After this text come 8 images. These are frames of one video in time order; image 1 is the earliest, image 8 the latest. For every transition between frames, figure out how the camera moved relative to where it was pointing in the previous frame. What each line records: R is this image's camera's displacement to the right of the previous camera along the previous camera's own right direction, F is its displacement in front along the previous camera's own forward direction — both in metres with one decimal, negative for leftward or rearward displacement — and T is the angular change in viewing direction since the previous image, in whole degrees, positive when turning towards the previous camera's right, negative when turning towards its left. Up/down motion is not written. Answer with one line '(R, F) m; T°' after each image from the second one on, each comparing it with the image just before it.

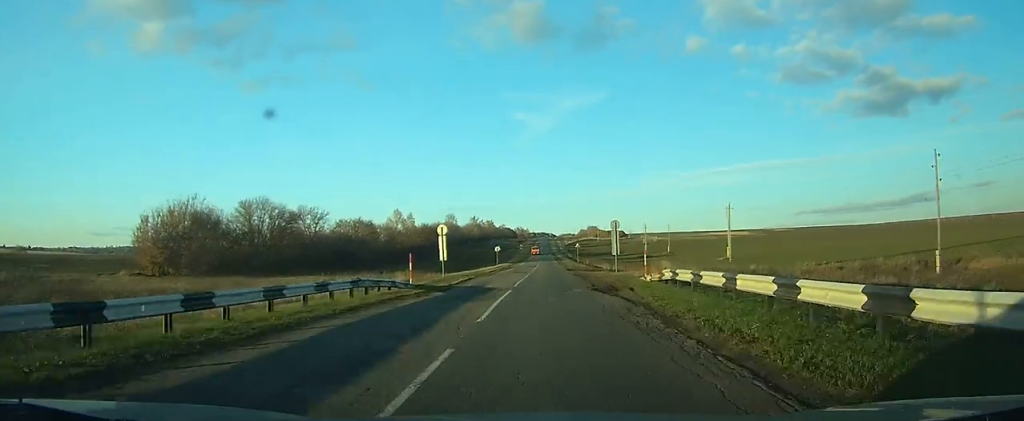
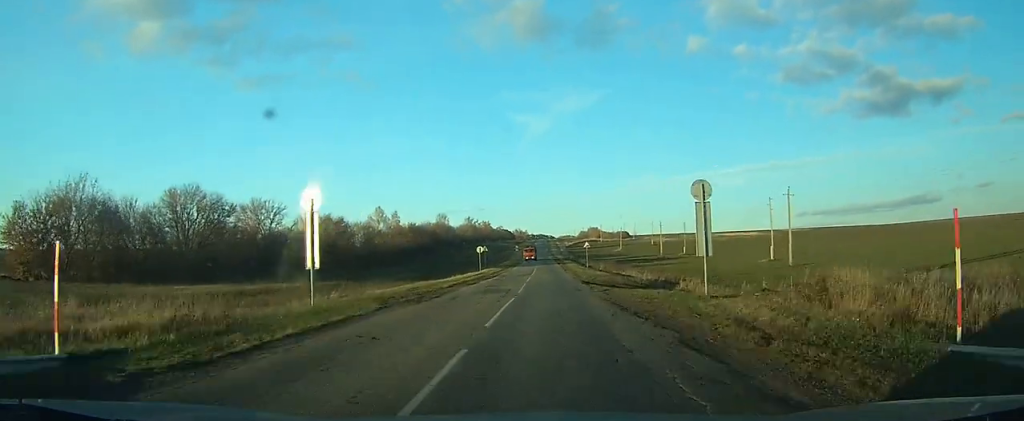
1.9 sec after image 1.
(+0.1, +23.2) m; 0°
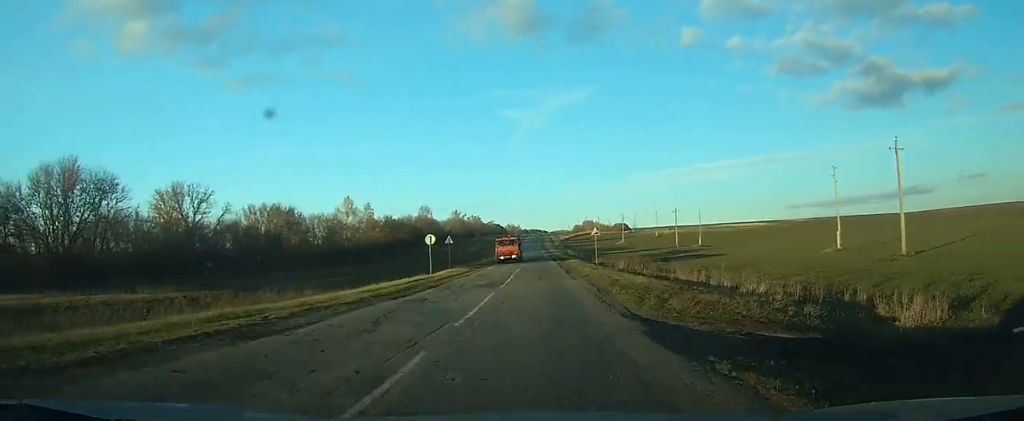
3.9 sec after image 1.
(0.0, +23.5) m; 0°
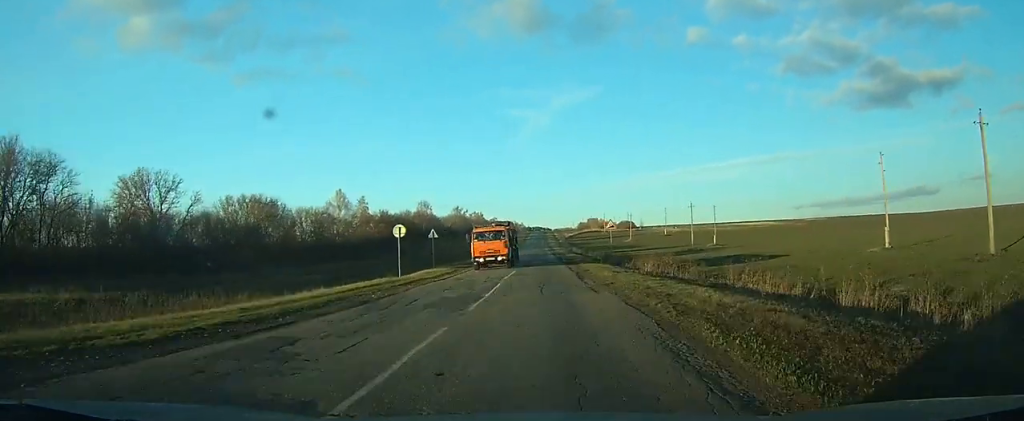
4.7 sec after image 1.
(0.0, +9.3) m; 0°
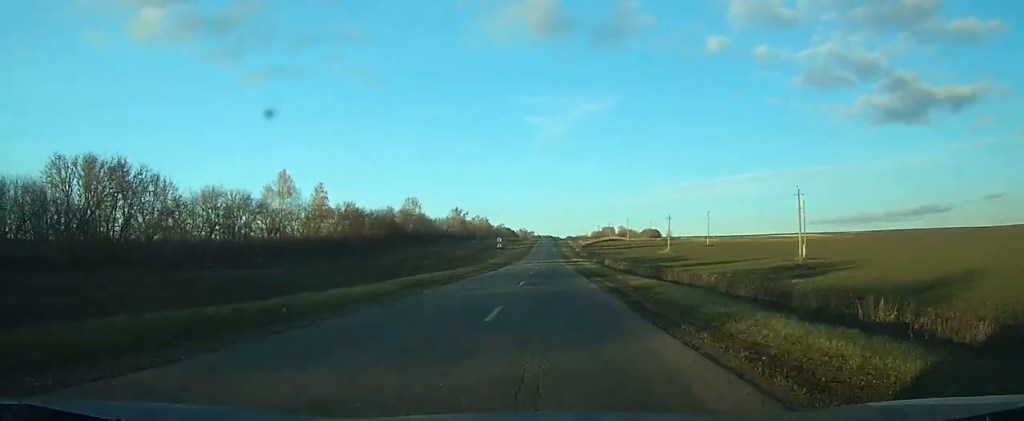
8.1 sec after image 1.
(-0.2, +43.6) m; 0°
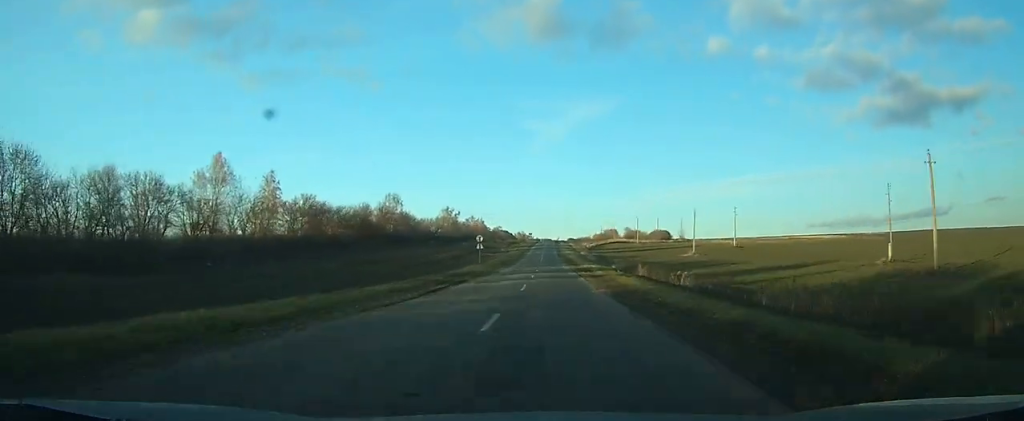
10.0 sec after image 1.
(0.0, +27.2) m; 0°
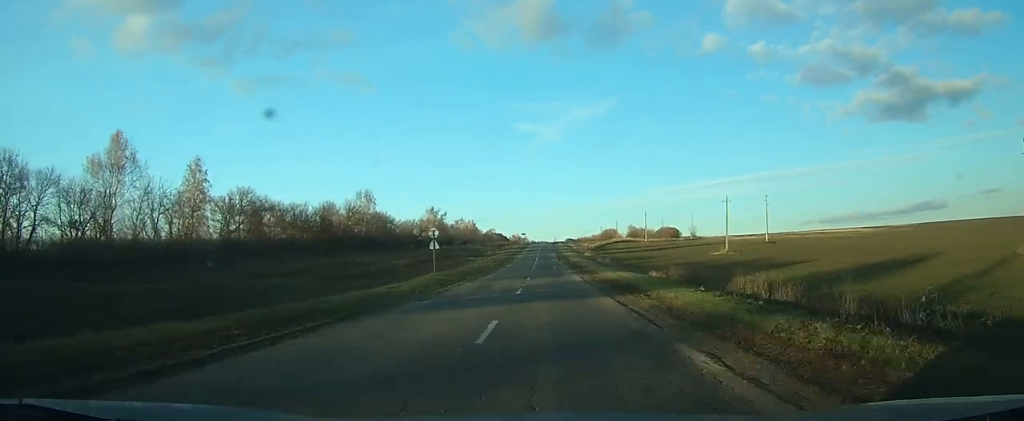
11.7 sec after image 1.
(0.0, +25.5) m; 0°
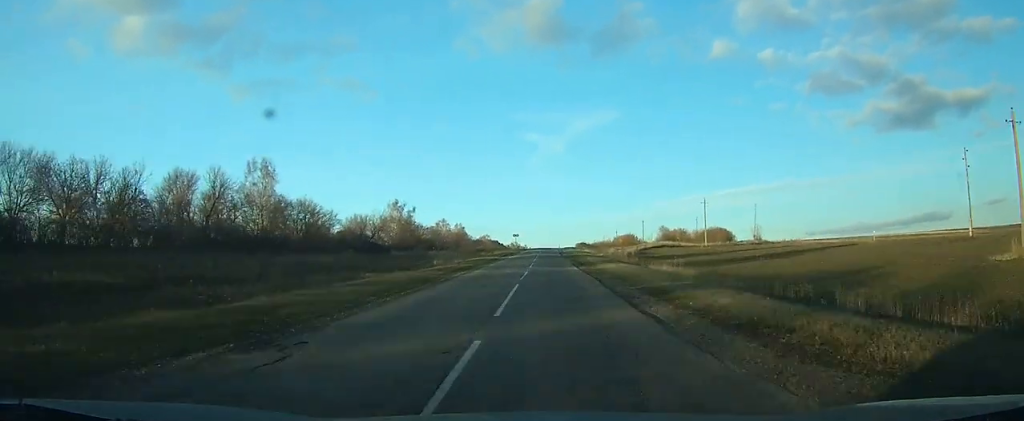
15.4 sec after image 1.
(+0.1, +60.9) m; 0°
